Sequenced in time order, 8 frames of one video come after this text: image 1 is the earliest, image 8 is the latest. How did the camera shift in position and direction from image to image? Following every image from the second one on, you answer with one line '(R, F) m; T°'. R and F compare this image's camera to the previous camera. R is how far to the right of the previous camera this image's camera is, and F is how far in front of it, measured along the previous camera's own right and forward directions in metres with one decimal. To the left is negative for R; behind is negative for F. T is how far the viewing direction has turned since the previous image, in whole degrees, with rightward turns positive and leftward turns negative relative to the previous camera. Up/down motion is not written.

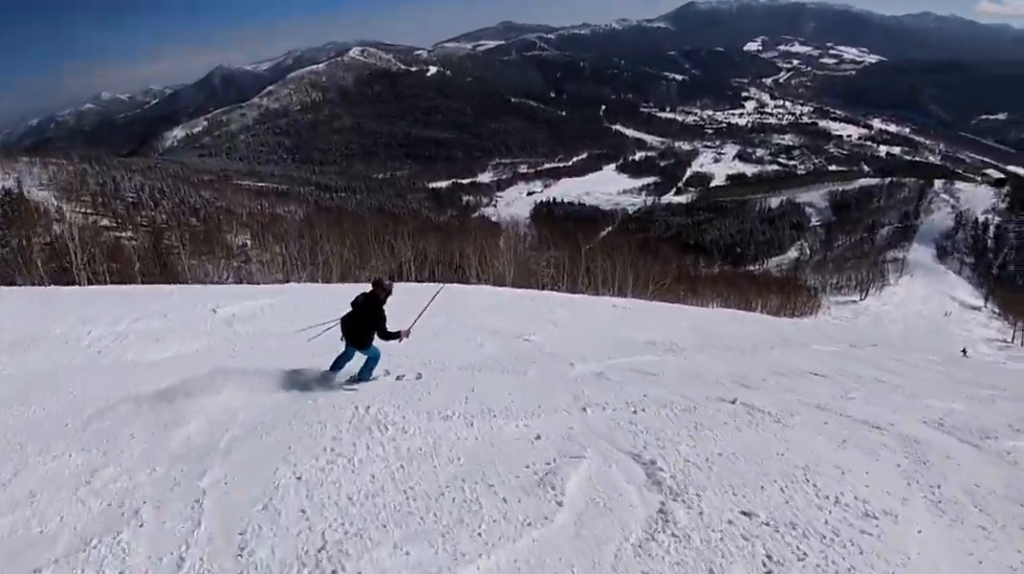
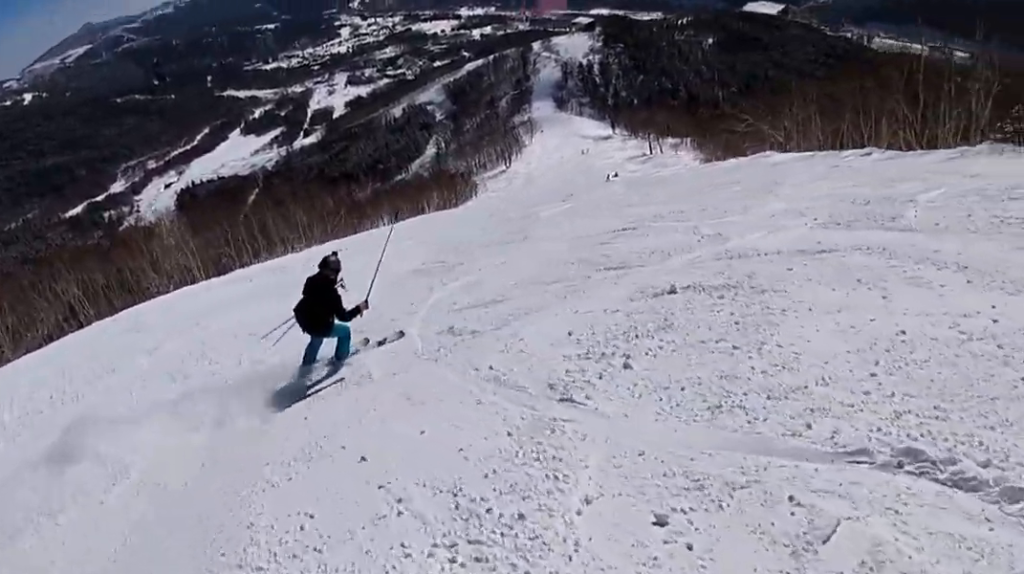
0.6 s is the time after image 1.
(+0.2, +4.1) m; +21°
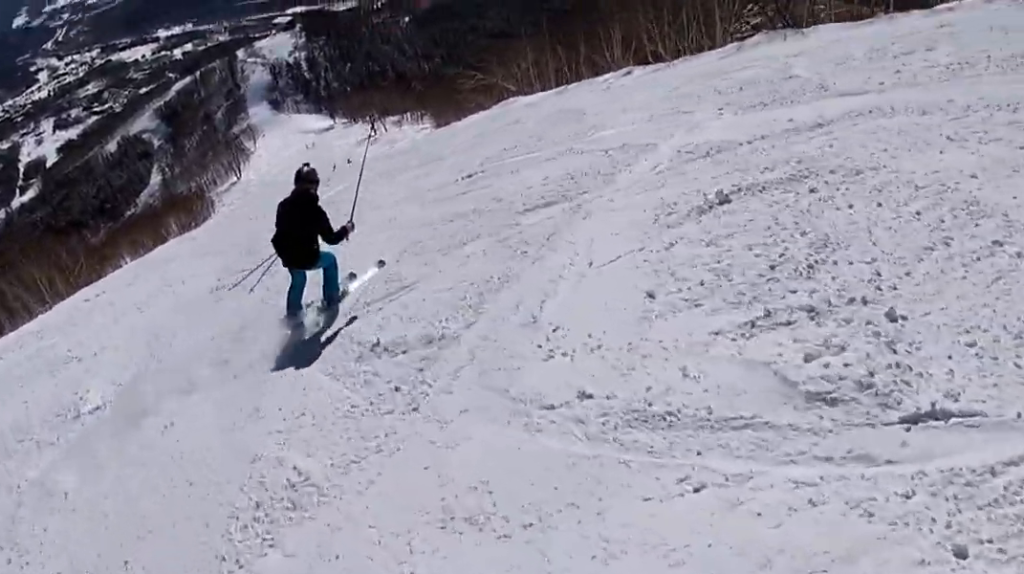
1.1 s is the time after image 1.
(+0.4, +2.2) m; +20°
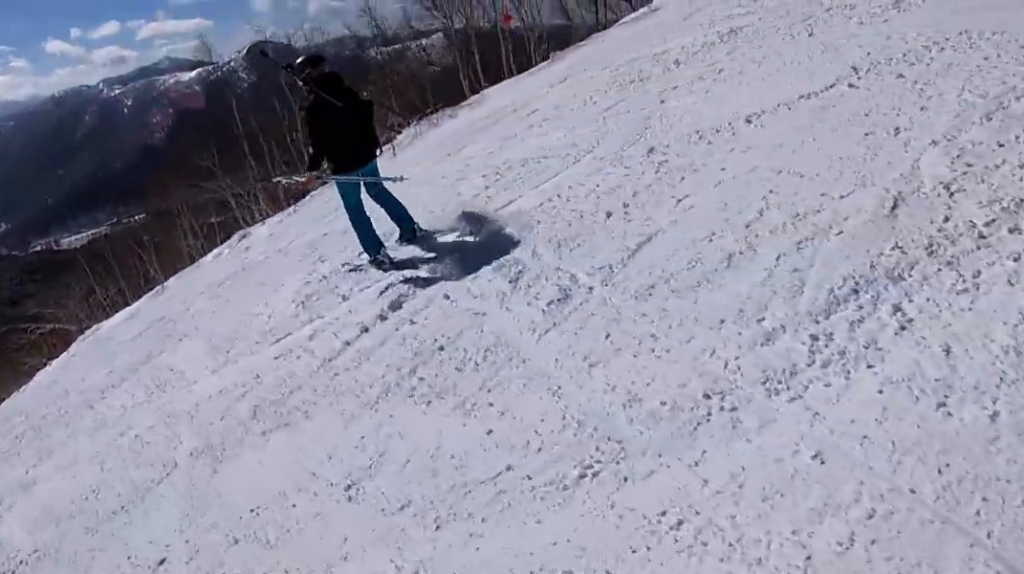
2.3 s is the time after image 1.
(+2.9, +4.5) m; +26°
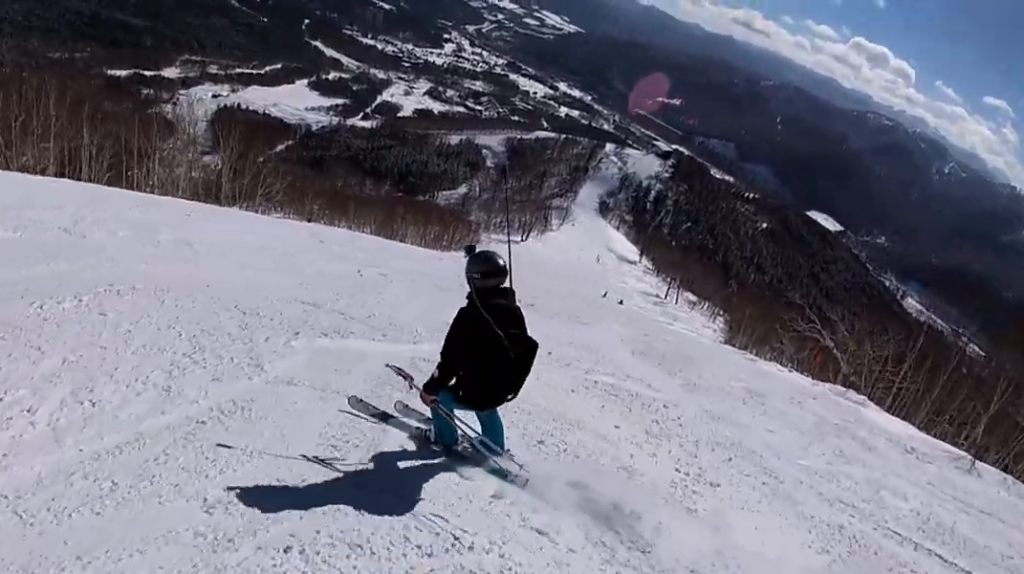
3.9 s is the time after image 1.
(-2.6, +6.4) m; -55°
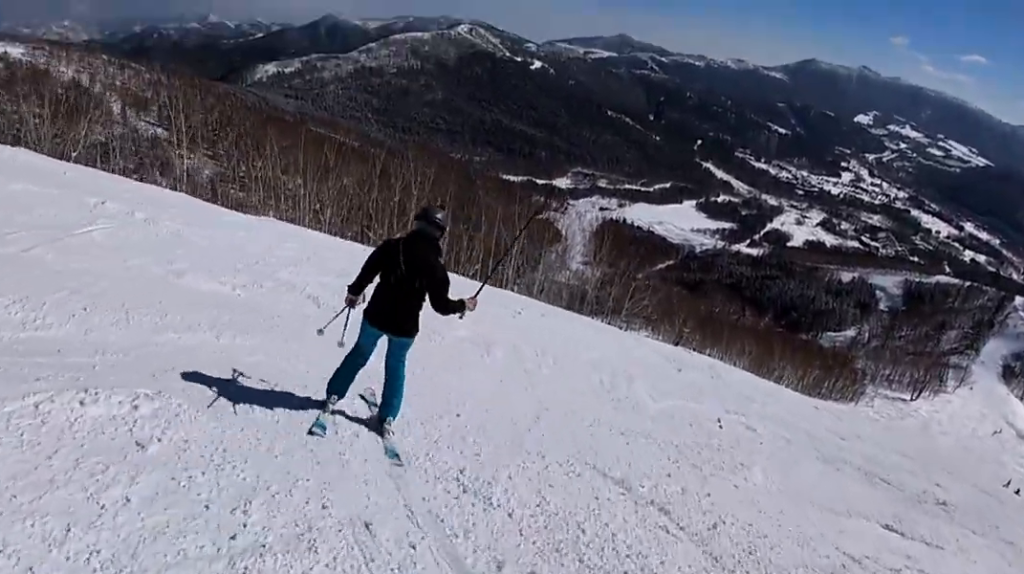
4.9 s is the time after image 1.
(-0.8, +4.0) m; -1°
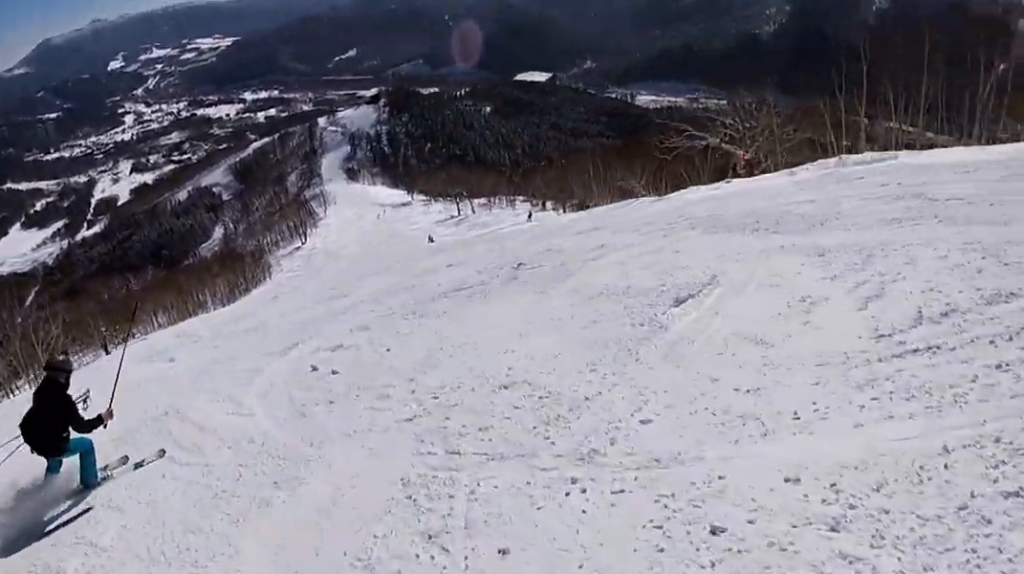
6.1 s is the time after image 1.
(+1.5, +5.4) m; +32°
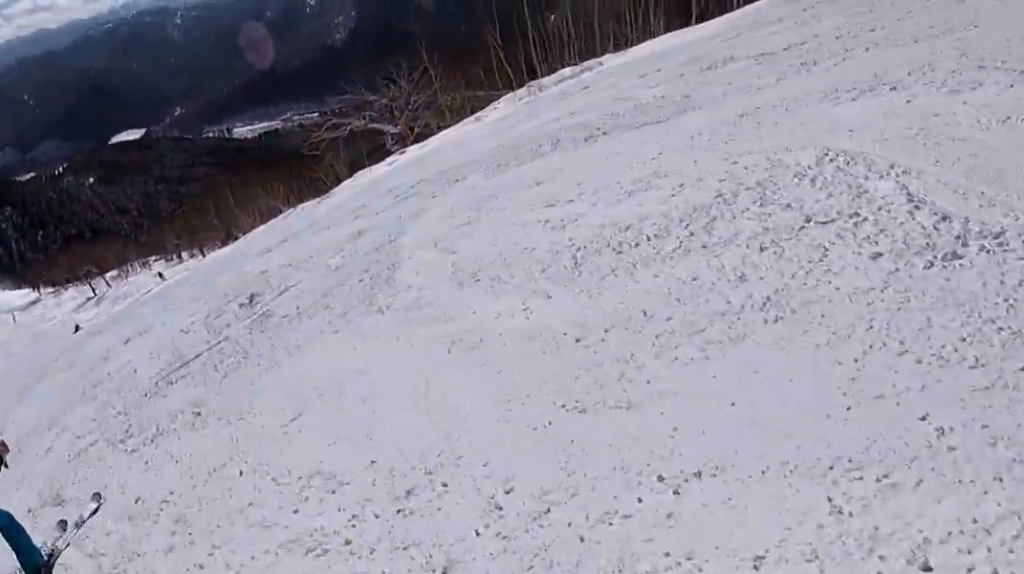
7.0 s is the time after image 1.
(+1.1, +4.6) m; +20°
